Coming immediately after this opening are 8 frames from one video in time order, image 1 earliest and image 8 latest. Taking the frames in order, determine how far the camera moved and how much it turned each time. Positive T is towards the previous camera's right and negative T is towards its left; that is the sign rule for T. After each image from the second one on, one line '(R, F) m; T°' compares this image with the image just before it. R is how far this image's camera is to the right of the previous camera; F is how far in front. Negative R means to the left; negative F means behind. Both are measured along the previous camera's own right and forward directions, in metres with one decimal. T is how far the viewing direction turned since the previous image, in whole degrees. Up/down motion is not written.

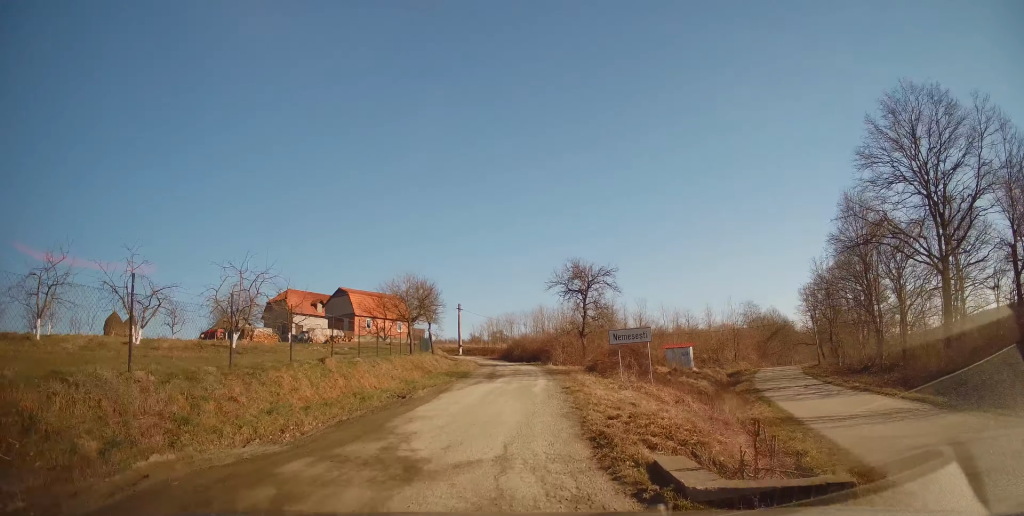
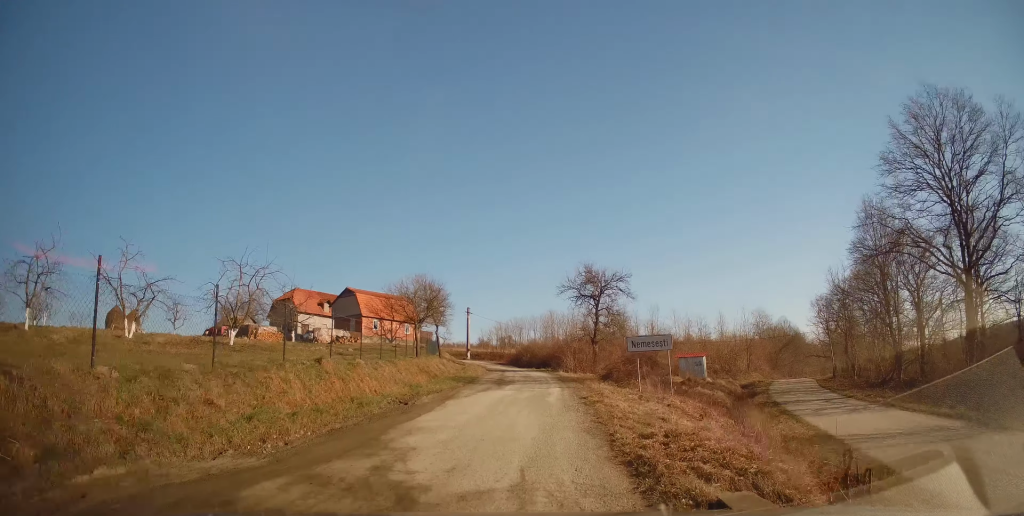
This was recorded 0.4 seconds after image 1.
(-0.1, +1.3) m; 0°
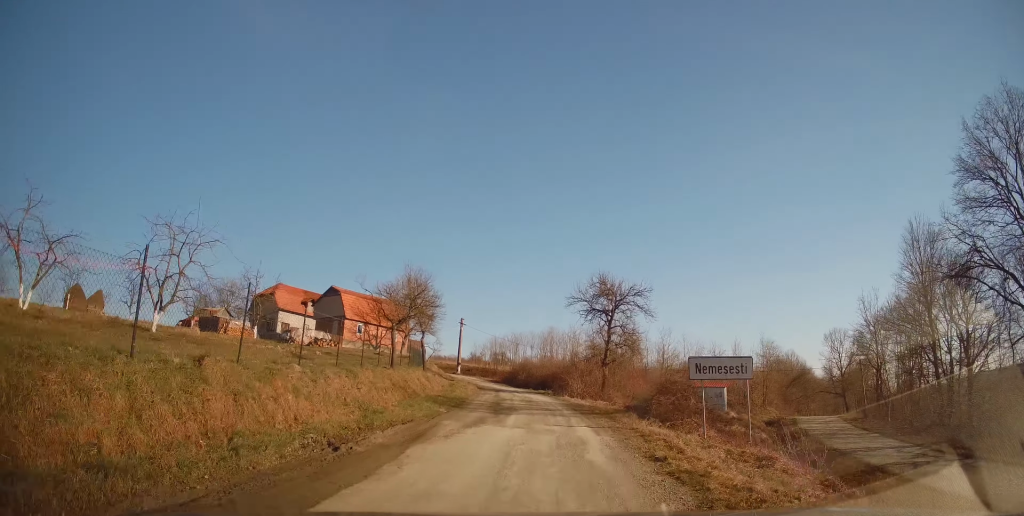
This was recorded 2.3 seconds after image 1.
(+0.1, +6.3) m; +5°
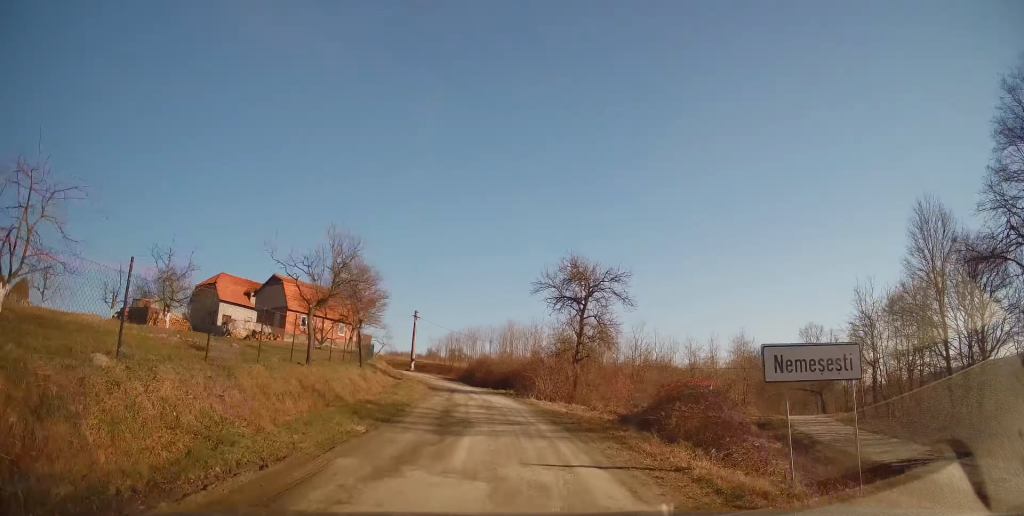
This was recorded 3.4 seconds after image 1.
(+0.3, +5.2) m; +4°
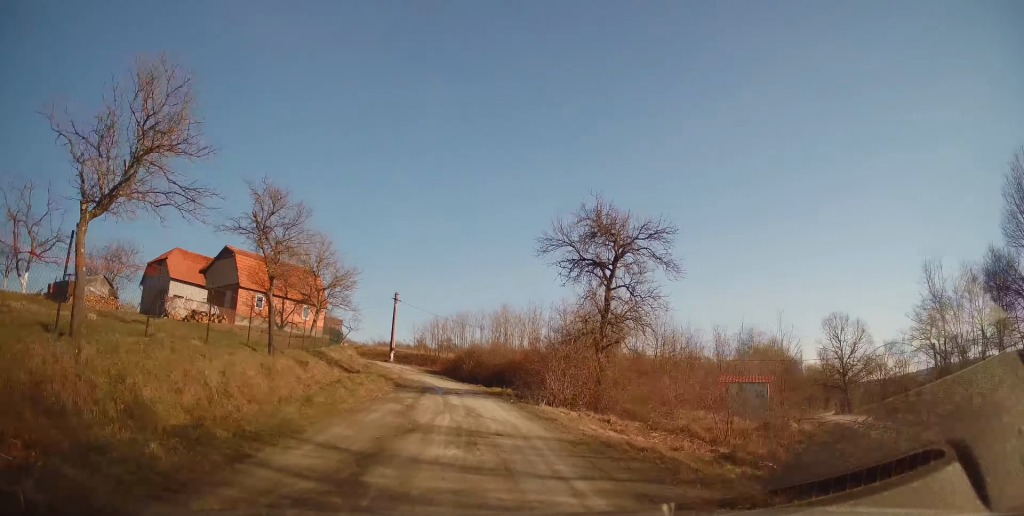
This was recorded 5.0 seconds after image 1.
(0.0, +9.4) m; +3°
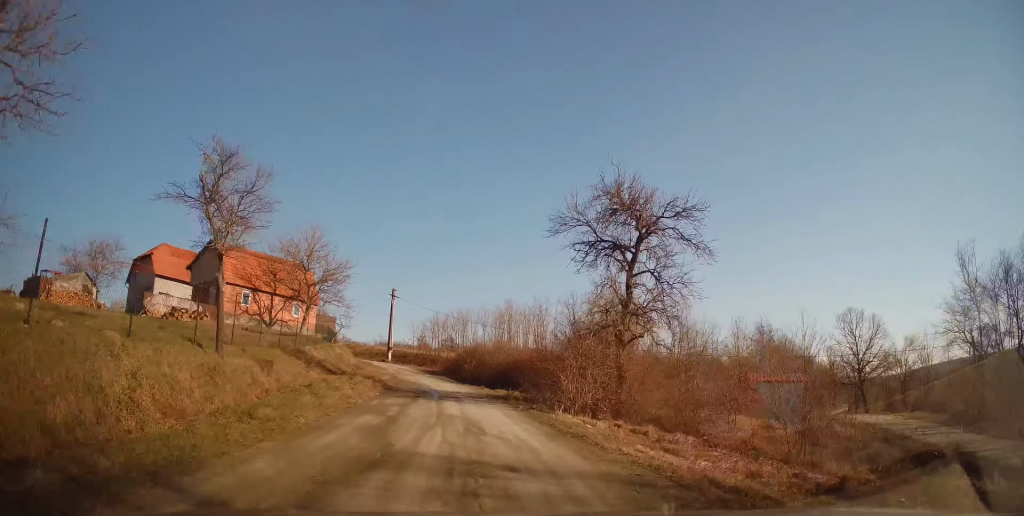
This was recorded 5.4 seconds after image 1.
(+0.3, +3.4) m; -2°
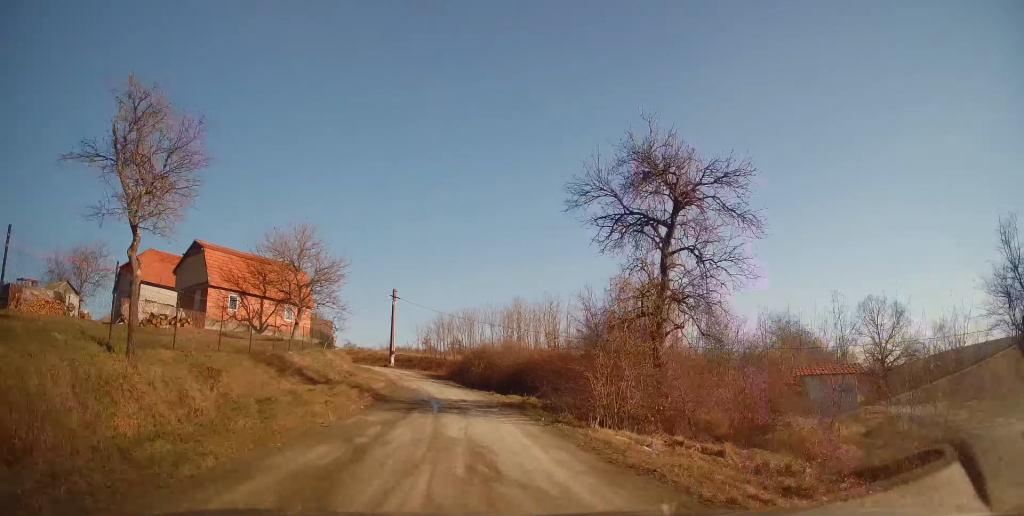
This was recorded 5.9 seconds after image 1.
(+0.3, +3.3) m; -2°
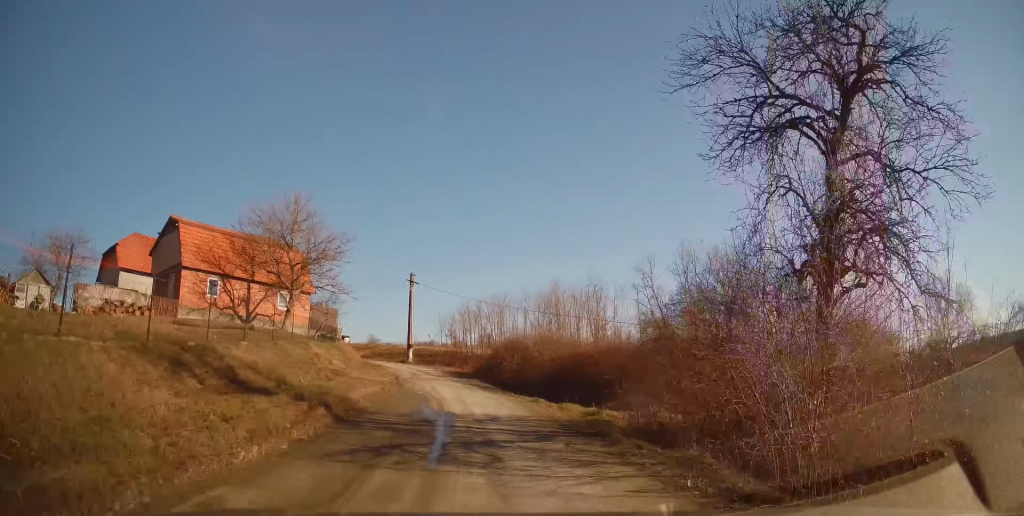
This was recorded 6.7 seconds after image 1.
(-0.8, +7.1) m; -3°
